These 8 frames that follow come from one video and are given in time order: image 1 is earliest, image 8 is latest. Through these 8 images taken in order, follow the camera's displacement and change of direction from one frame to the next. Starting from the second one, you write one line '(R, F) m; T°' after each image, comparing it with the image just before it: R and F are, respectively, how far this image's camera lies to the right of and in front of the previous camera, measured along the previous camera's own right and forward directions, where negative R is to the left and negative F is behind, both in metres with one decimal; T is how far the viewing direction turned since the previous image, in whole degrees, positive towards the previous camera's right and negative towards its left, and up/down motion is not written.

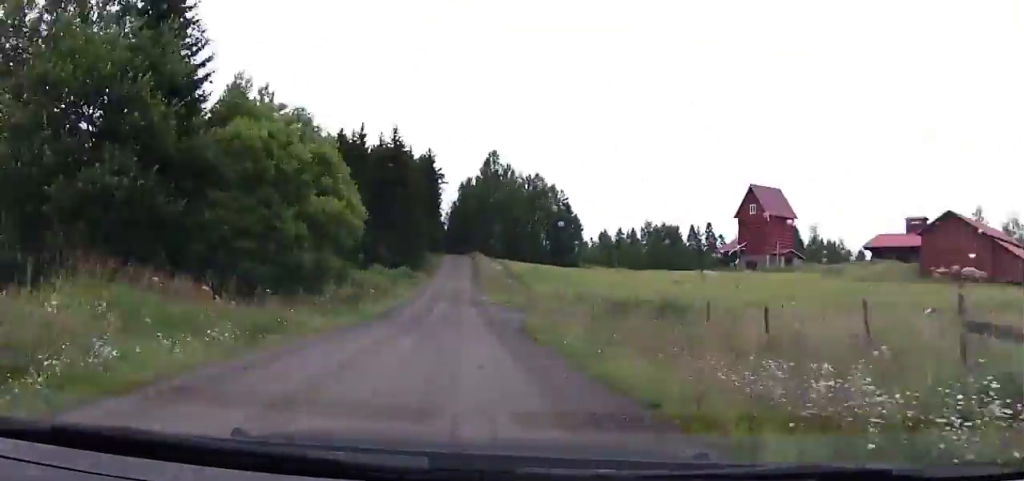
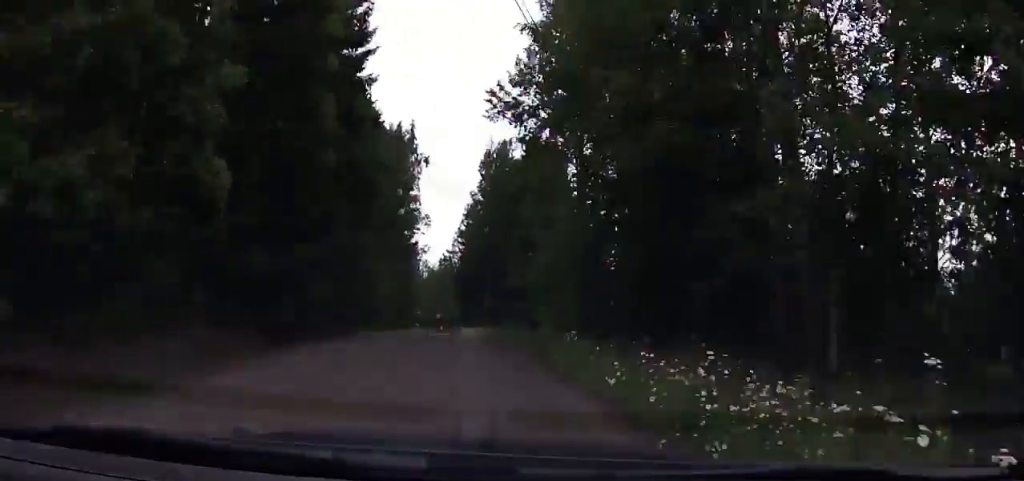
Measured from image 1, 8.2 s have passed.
(-14.7, +106.0) m; -13°
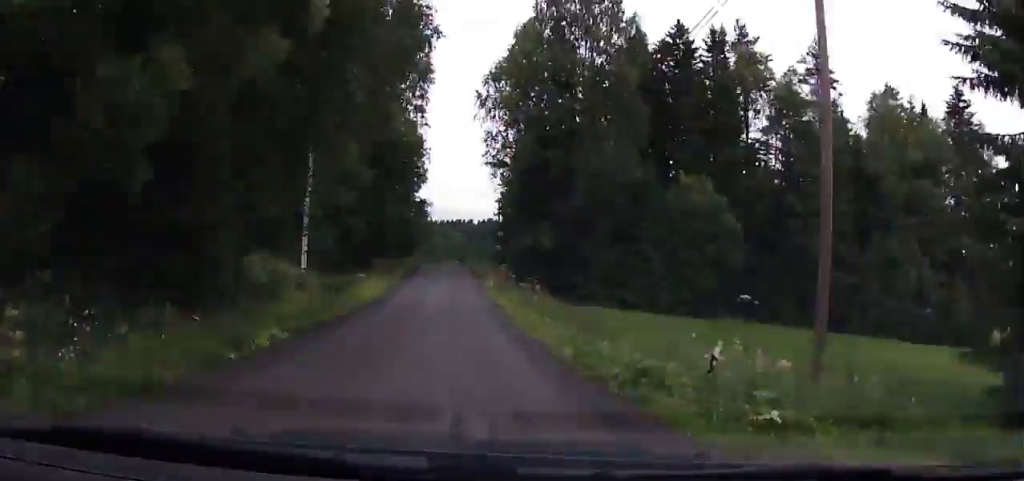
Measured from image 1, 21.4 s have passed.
(-26.3, +171.2) m; -12°
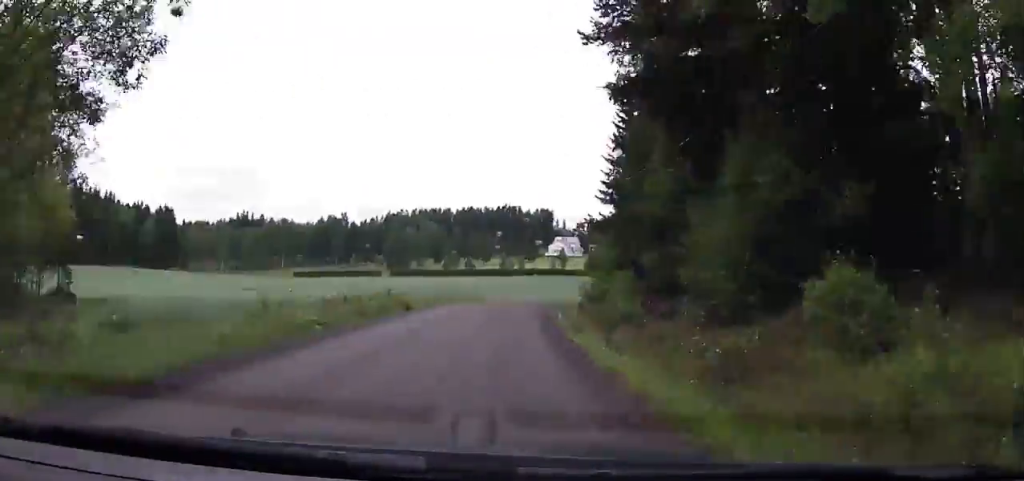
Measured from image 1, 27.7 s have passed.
(+0.6, +87.0) m; +6°
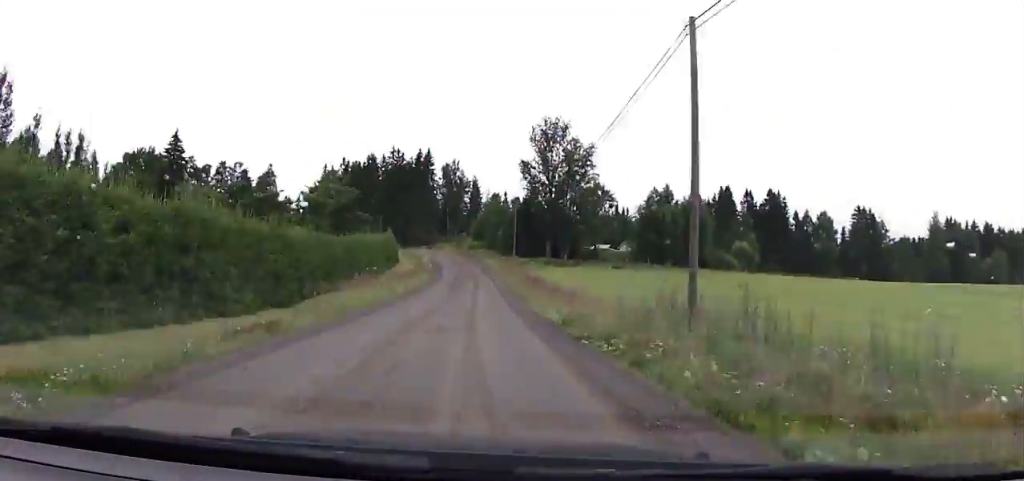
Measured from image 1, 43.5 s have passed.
(+38.1, +207.1) m; +11°
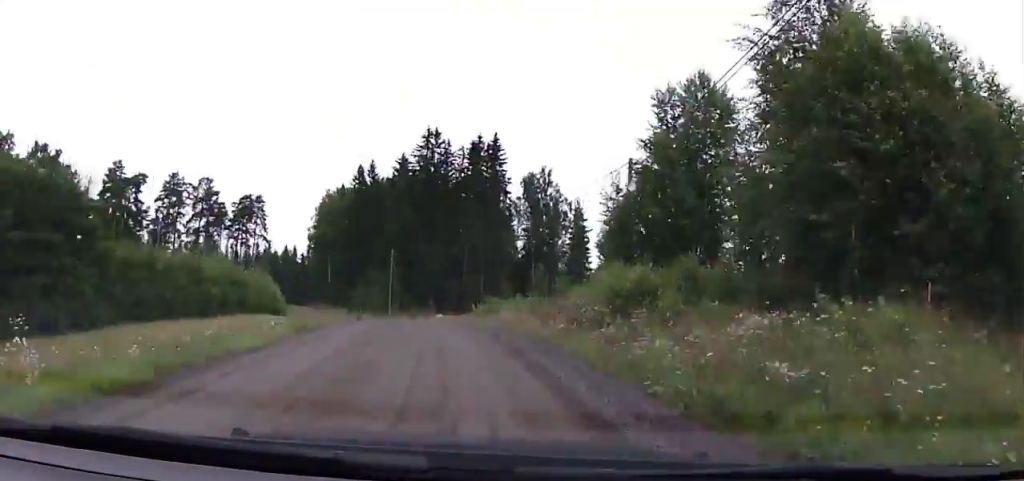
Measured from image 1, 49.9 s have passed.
(+2.2, +83.9) m; -8°
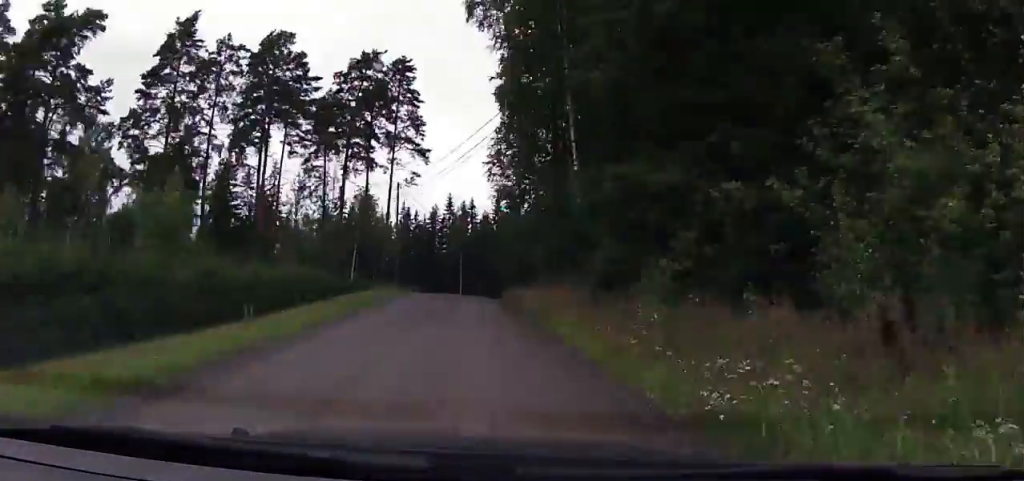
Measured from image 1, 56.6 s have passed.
(-15.0, +84.9) m; +1°
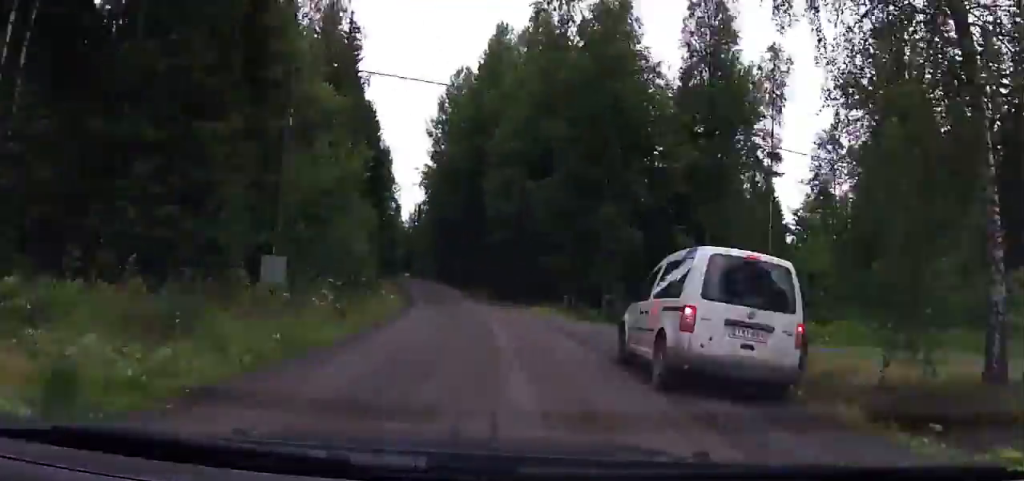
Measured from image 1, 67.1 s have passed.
(+15.8, +132.7) m; +12°
